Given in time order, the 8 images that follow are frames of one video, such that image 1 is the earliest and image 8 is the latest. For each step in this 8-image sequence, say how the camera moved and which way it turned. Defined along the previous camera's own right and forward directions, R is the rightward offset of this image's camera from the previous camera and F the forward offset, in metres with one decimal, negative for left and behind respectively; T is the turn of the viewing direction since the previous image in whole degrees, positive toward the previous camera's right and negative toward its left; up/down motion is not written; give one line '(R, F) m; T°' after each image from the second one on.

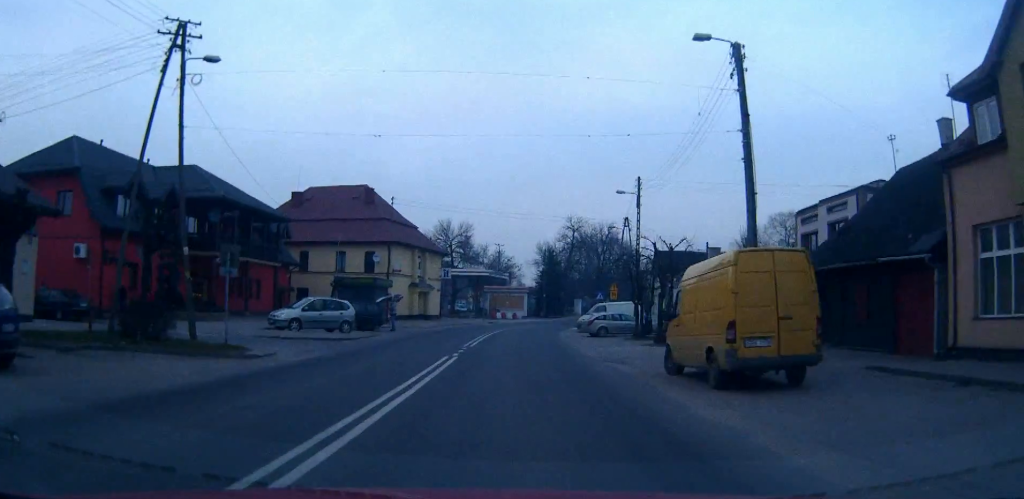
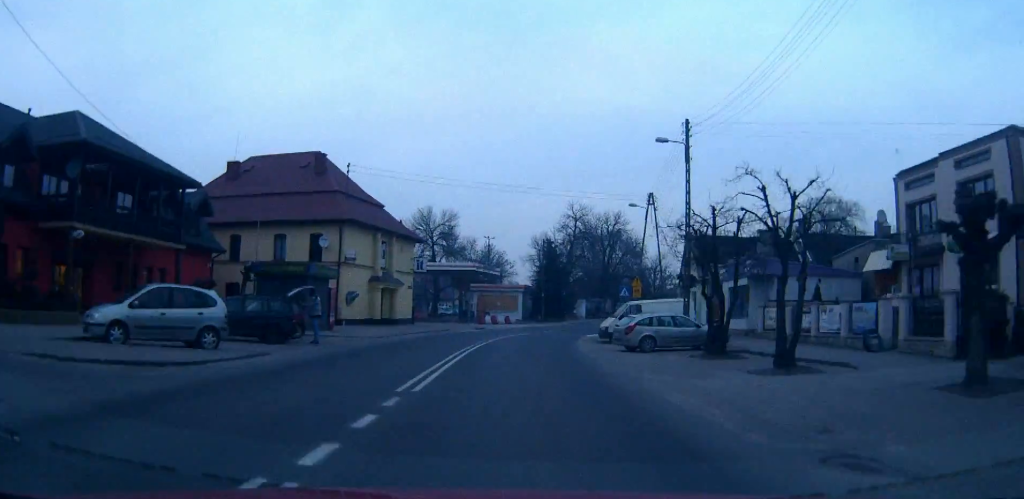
(+0.1, +15.5) m; +1°
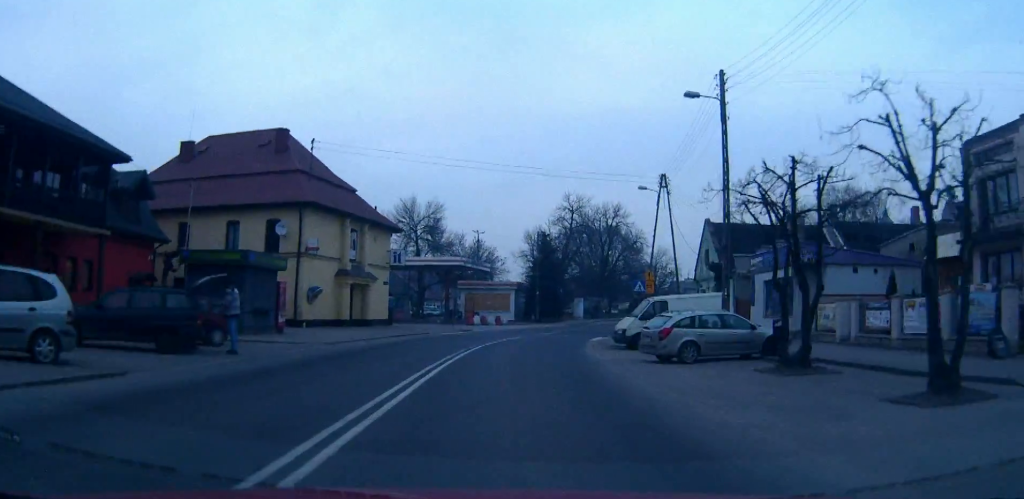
(0.0, +7.3) m; 0°
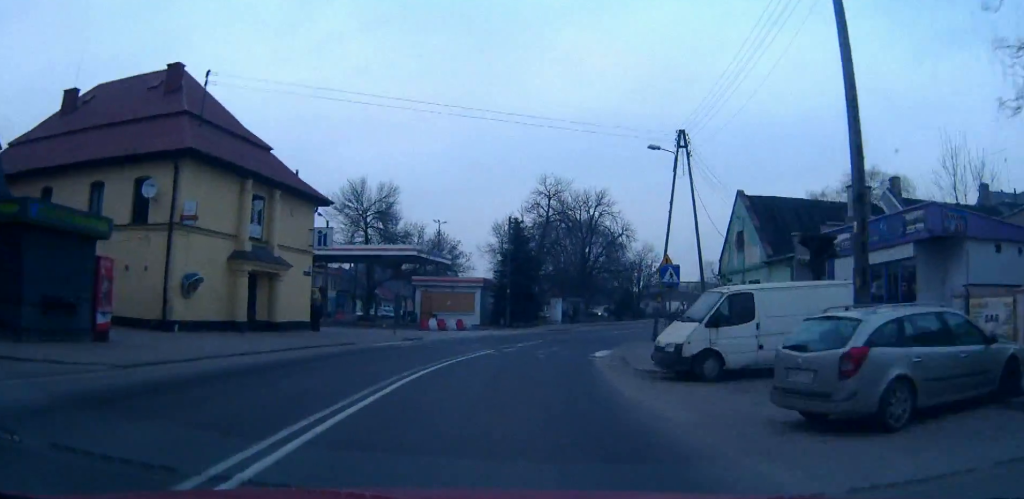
(+0.1, +12.5) m; +2°
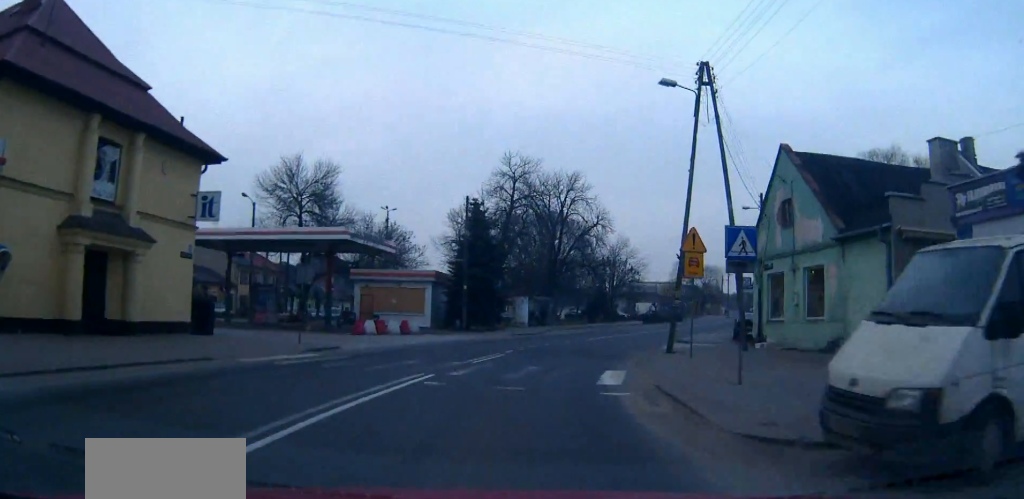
(+0.2, +10.3) m; +3°
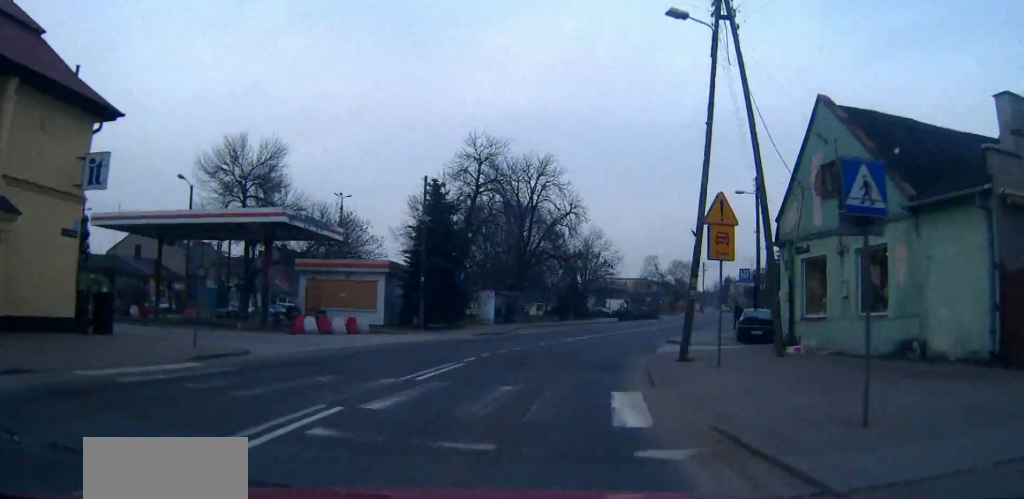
(0.0, +6.0) m; +2°
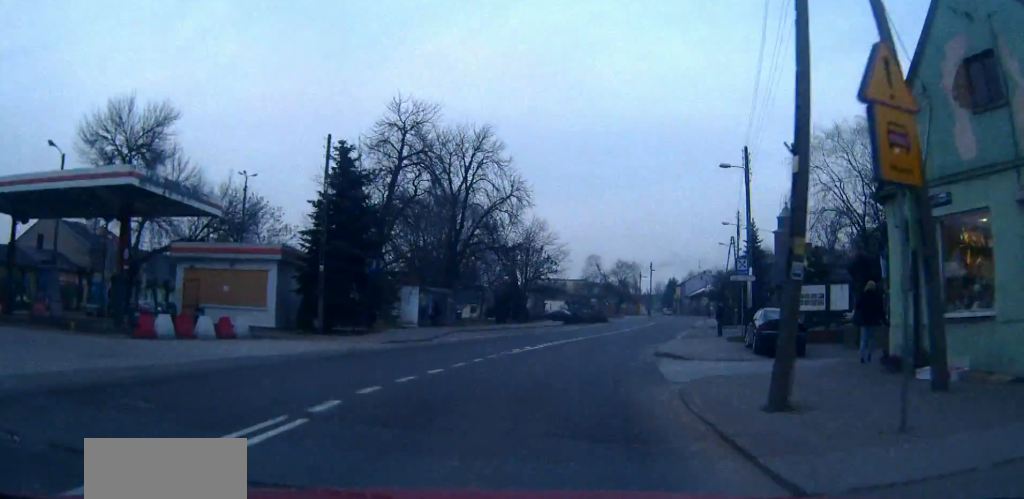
(+0.4, +9.9) m; +4°
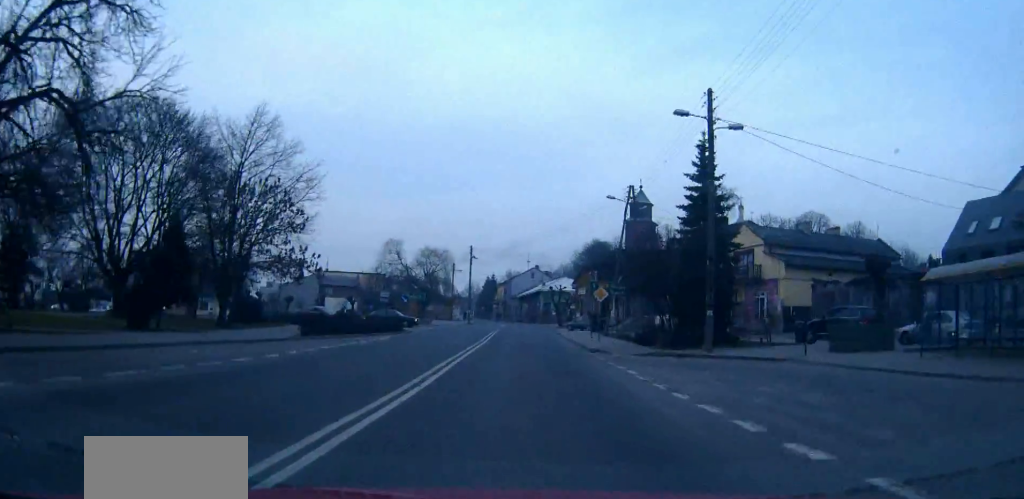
(+5.6, +37.5) m; +16°
